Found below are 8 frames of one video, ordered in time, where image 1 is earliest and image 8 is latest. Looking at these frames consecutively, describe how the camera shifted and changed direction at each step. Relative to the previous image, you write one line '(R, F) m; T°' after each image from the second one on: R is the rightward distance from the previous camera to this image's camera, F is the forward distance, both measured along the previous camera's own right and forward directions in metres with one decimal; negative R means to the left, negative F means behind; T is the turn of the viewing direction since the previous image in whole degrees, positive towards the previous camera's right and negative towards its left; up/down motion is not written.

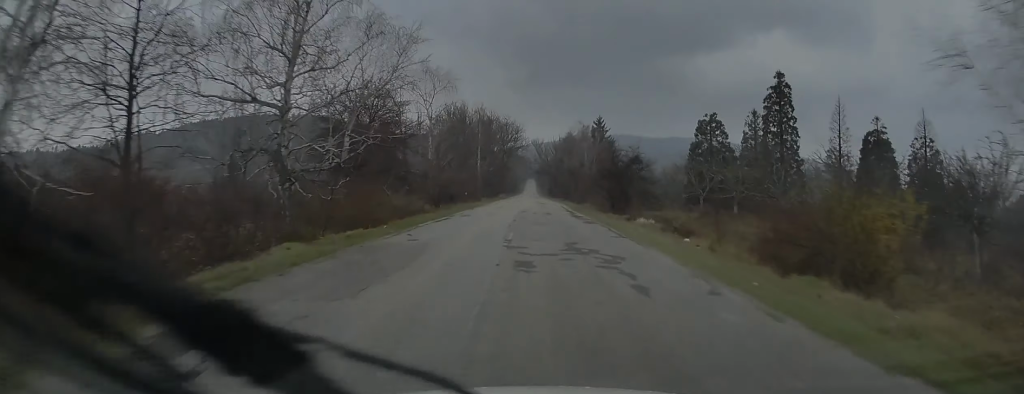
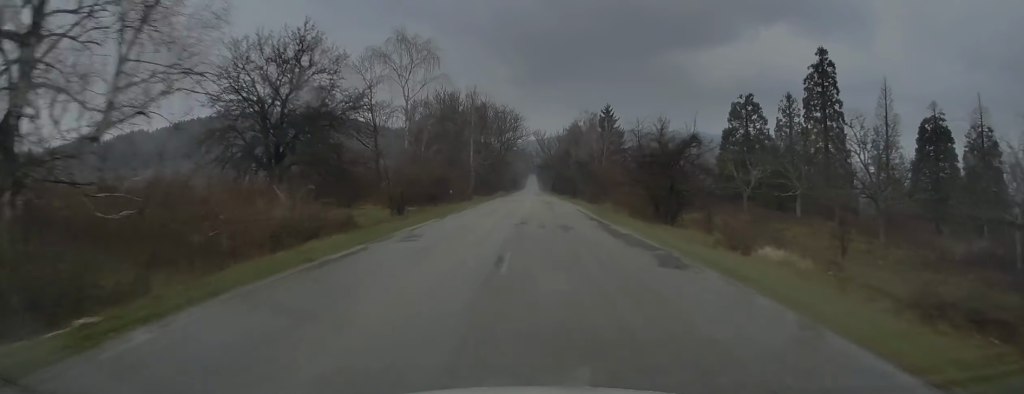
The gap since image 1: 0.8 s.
(+0.2, +14.6) m; +1°
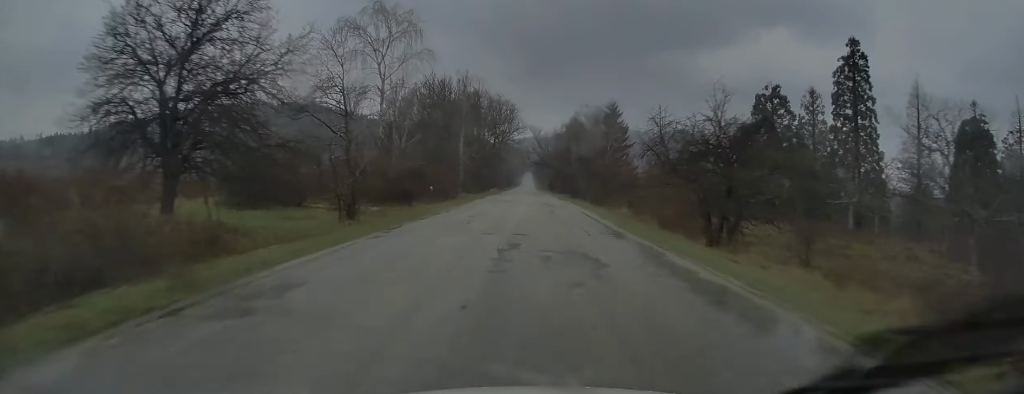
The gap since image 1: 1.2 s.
(0.0, +8.9) m; -1°
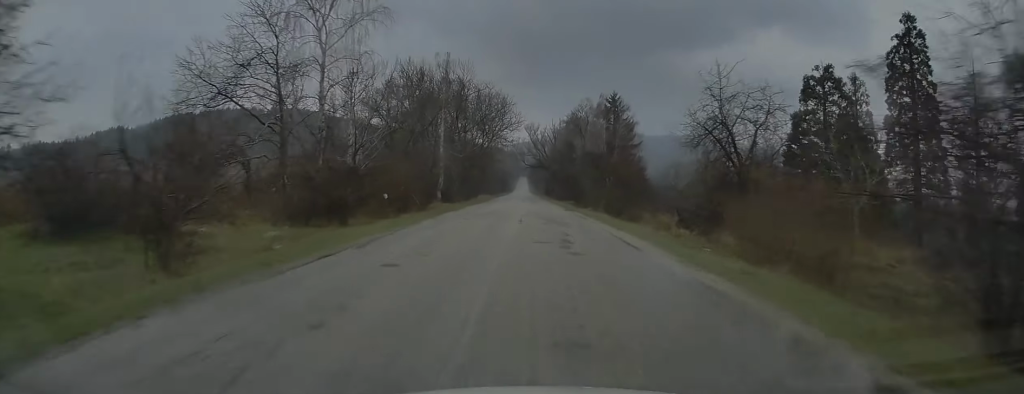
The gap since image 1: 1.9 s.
(0.0, +13.4) m; -1°
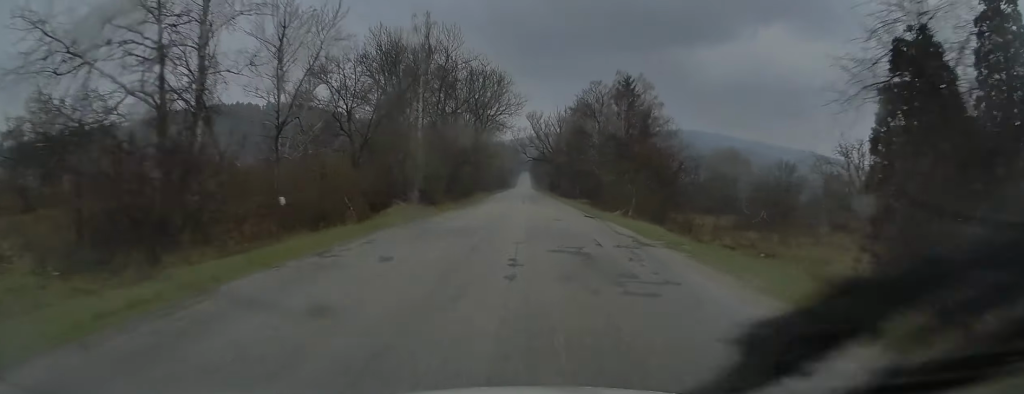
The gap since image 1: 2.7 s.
(-0.3, +14.1) m; 0°
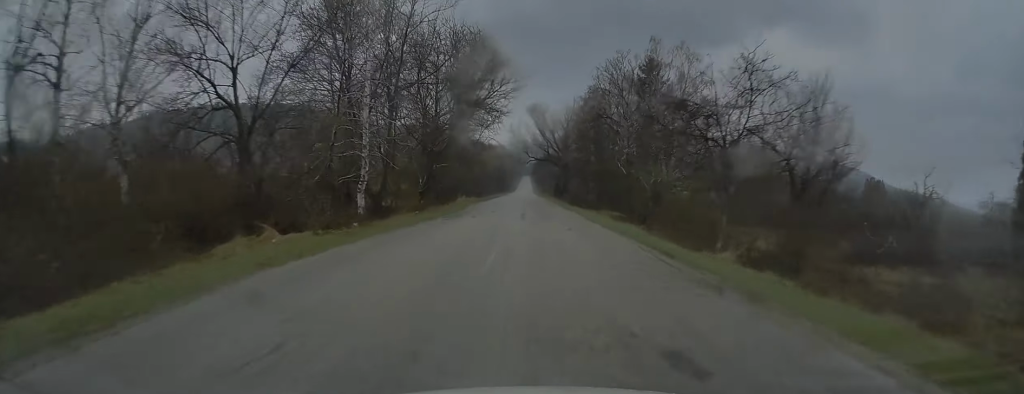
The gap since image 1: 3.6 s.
(+0.2, +17.2) m; 0°
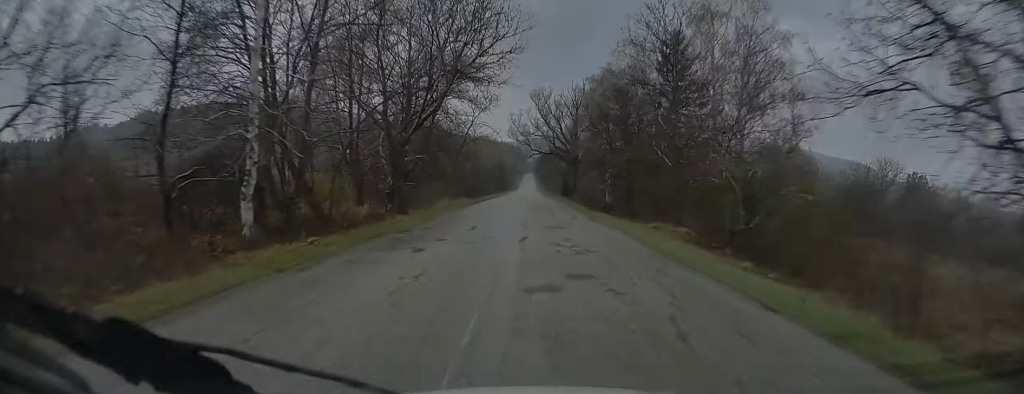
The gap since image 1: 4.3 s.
(-0.1, +14.1) m; 0°
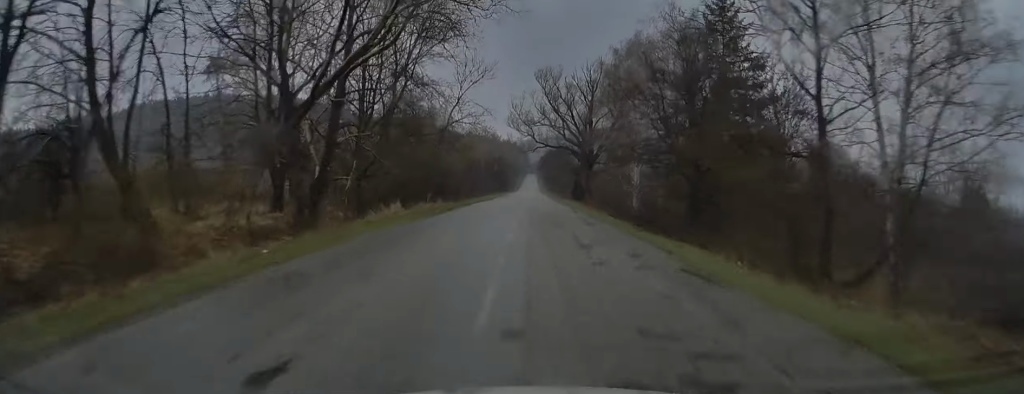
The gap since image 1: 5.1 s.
(0.0, +16.1) m; 0°
